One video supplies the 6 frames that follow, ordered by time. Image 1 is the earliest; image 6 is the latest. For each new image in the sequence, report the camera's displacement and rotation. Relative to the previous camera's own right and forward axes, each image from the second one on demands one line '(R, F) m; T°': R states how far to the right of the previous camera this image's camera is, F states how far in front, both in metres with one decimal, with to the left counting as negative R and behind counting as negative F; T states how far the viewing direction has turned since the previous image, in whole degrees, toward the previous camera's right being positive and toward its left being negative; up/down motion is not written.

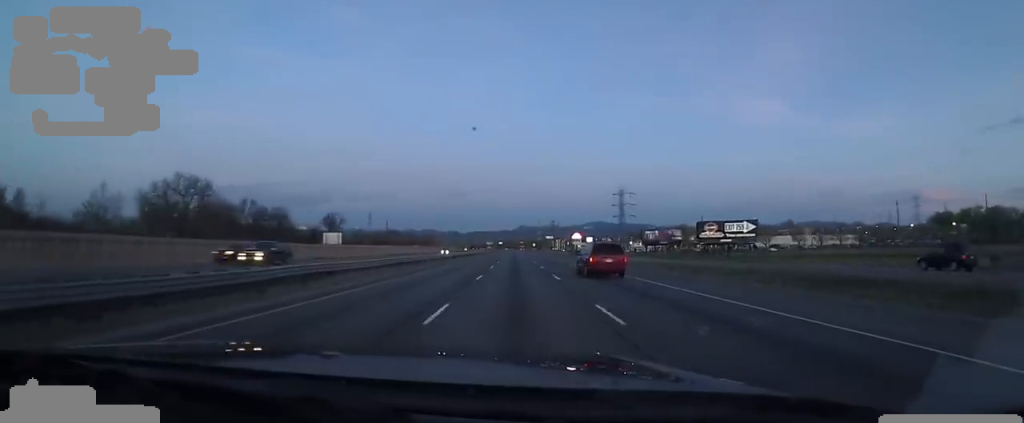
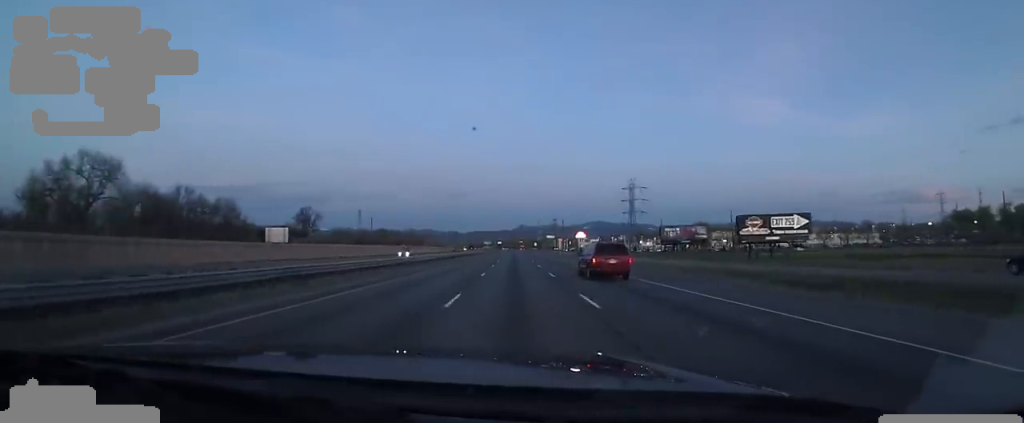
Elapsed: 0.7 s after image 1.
(-1.0, +22.0) m; 0°
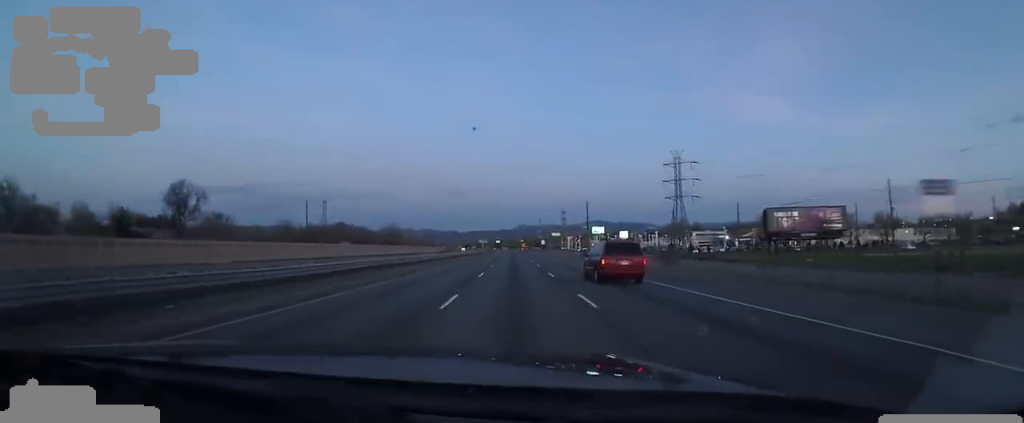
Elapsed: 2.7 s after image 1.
(+2.2, +63.2) m; +3°
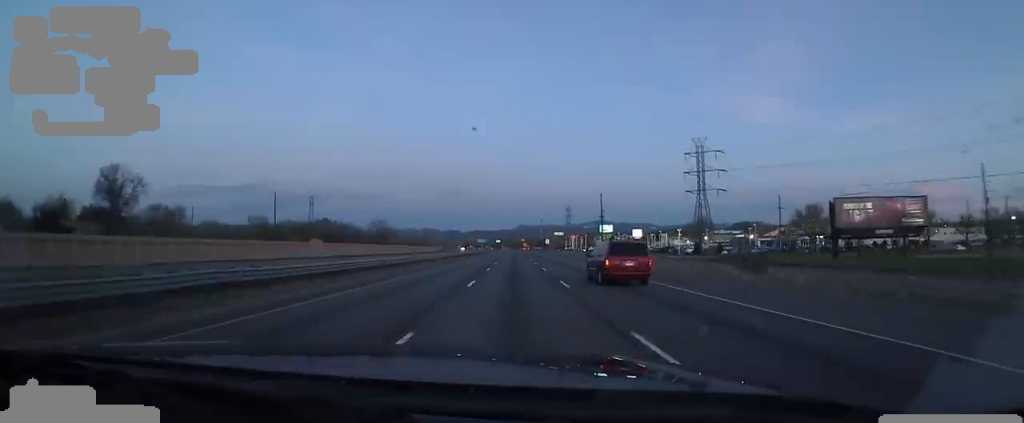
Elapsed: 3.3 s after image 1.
(0.0, +19.1) m; 0°
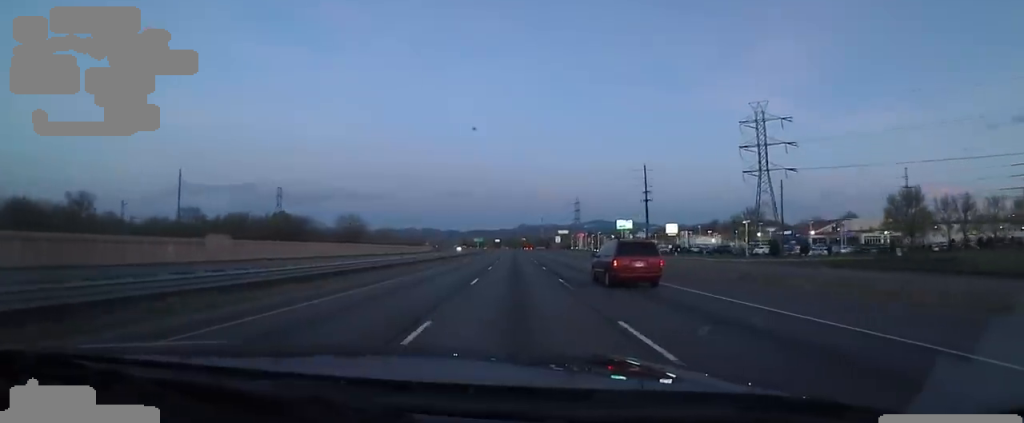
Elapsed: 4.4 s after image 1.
(0.0, +35.6) m; 0°
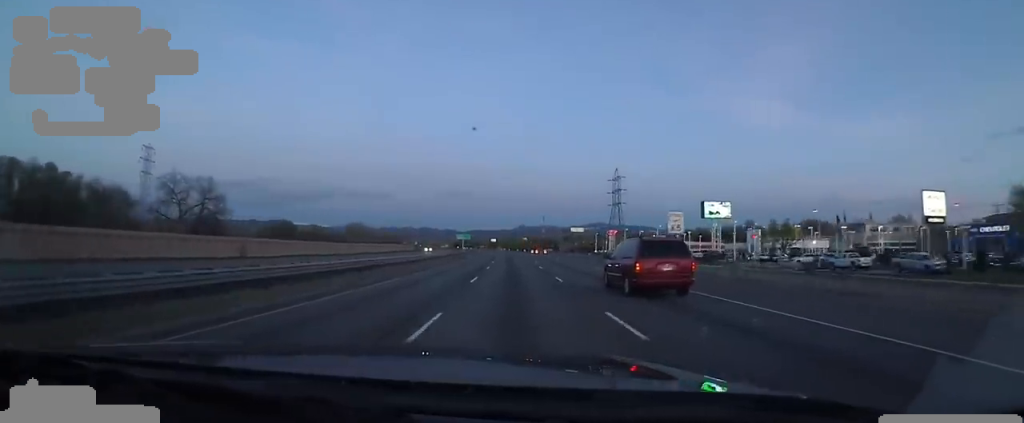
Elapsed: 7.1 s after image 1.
(0.0, +82.7) m; 0°
